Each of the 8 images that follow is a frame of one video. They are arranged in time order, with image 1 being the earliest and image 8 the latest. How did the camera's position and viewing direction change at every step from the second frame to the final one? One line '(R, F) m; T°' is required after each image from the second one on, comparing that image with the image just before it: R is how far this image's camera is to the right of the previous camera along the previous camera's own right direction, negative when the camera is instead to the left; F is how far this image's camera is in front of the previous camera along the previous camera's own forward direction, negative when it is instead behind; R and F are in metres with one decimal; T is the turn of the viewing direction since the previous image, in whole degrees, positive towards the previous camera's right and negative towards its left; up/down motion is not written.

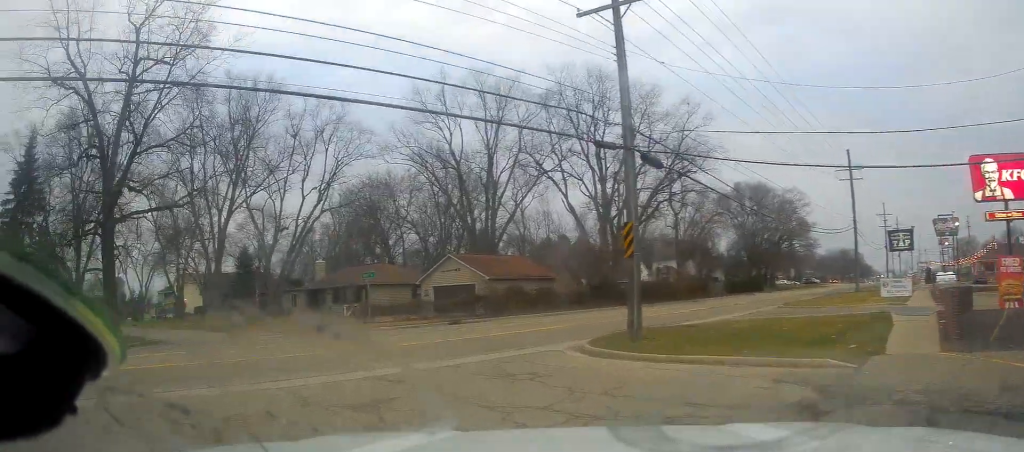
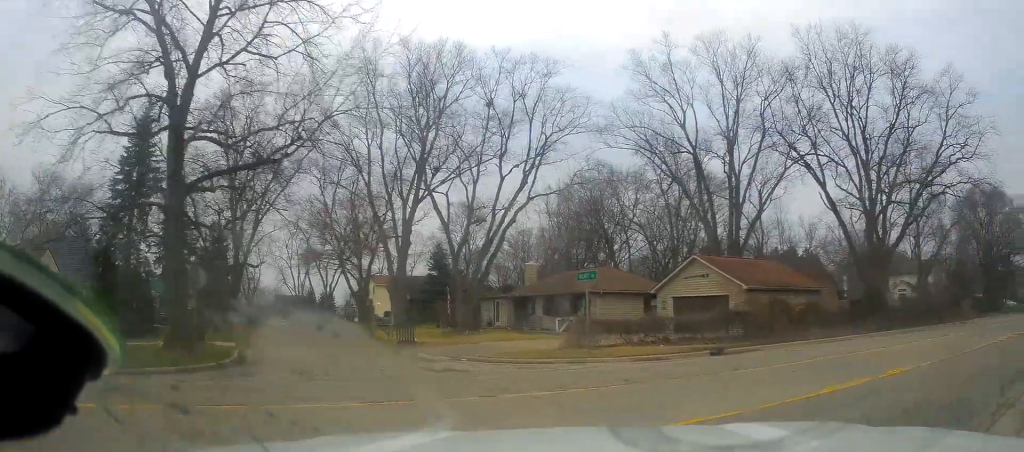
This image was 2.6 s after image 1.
(-3.2, +10.3) m; -8°
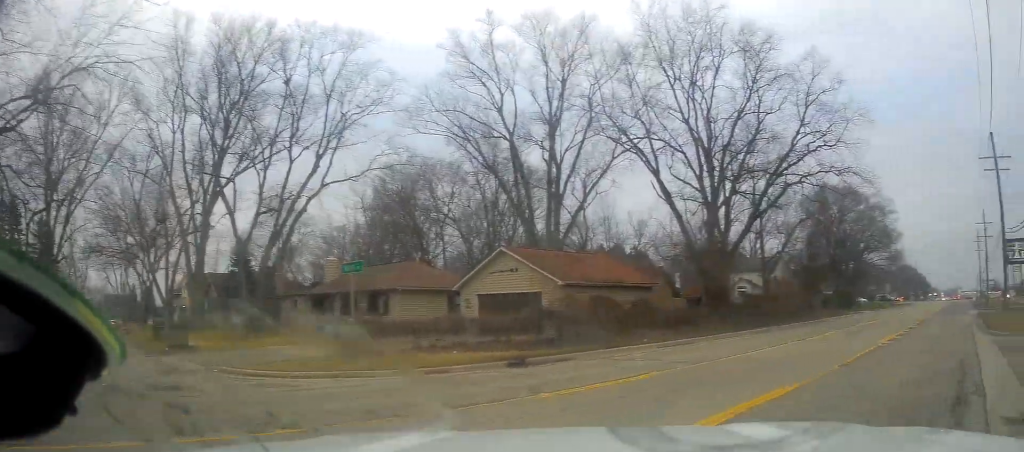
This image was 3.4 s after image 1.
(+0.7, +4.0) m; +21°
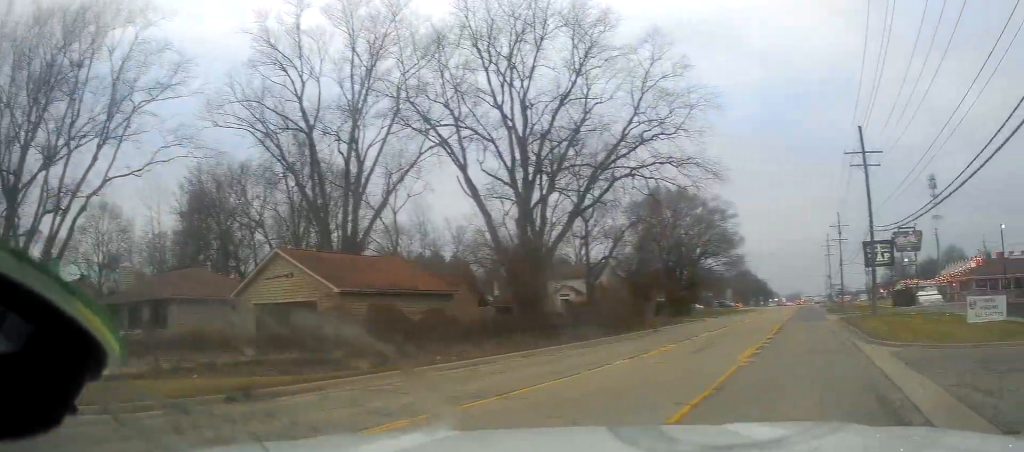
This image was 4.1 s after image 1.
(+0.7, +4.8) m; +11°
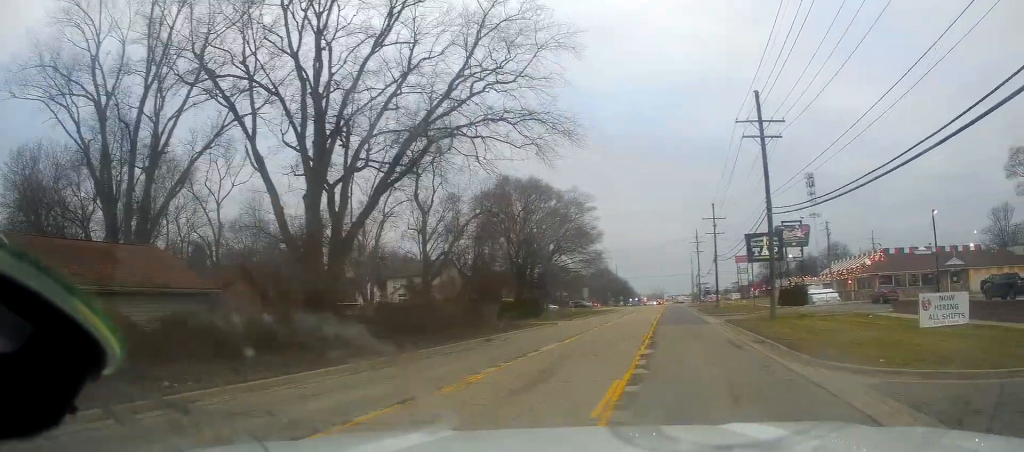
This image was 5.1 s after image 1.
(+0.9, +8.2) m; +9°
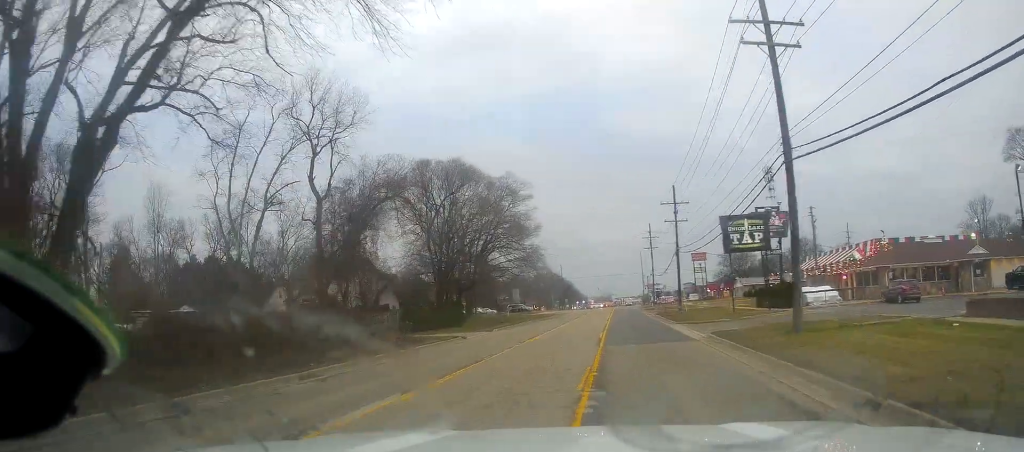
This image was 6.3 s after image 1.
(+0.5, +13.2) m; +3°
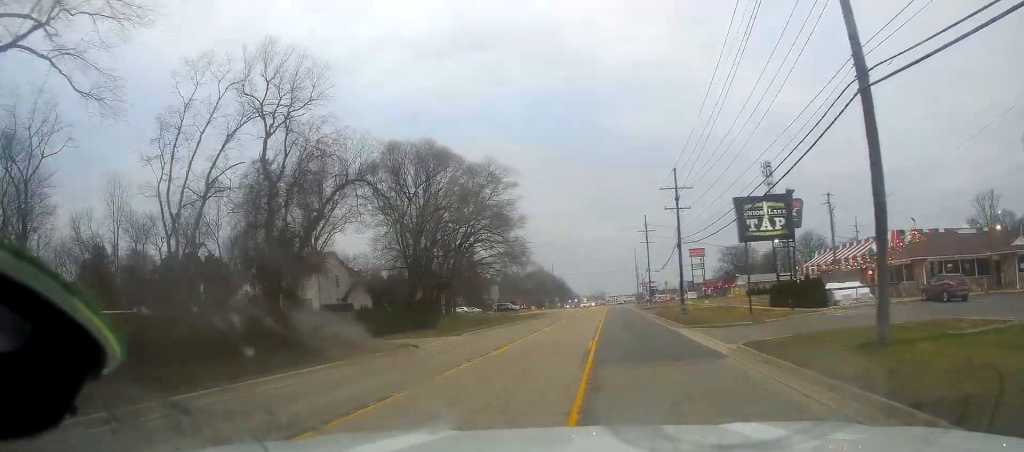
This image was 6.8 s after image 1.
(0.0, +7.7) m; 0°
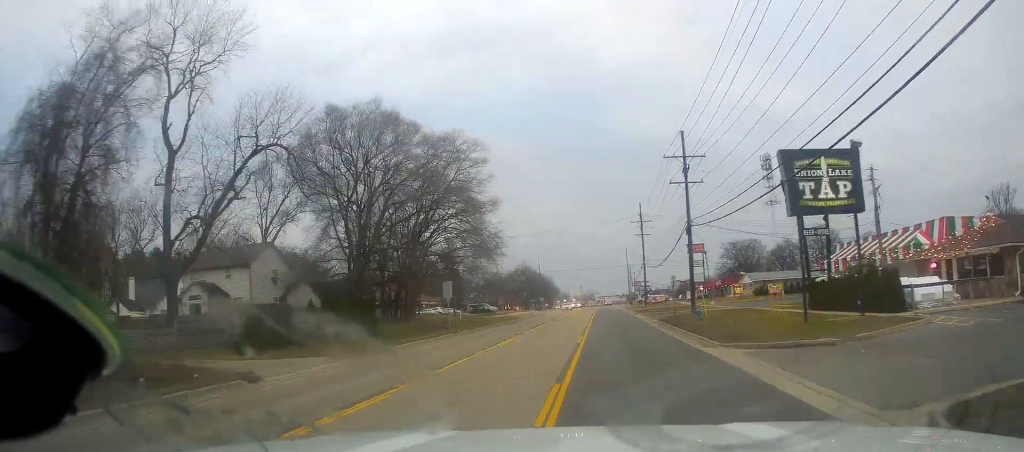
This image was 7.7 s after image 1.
(0.0, +12.3) m; +1°
